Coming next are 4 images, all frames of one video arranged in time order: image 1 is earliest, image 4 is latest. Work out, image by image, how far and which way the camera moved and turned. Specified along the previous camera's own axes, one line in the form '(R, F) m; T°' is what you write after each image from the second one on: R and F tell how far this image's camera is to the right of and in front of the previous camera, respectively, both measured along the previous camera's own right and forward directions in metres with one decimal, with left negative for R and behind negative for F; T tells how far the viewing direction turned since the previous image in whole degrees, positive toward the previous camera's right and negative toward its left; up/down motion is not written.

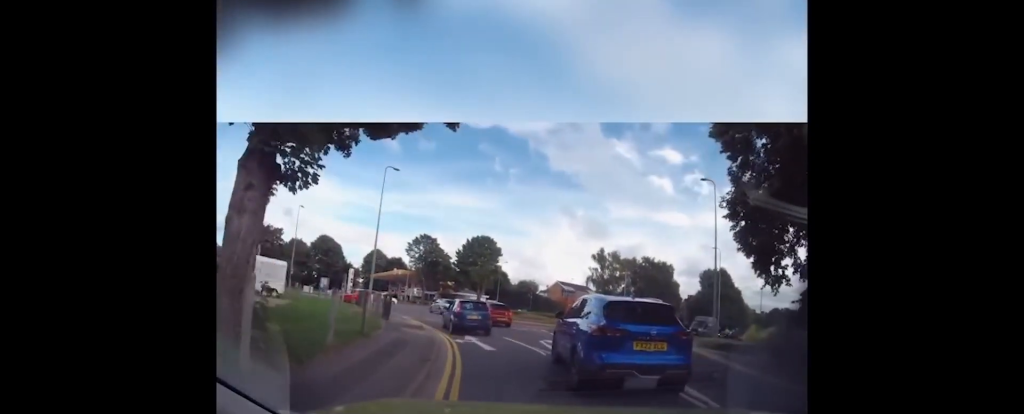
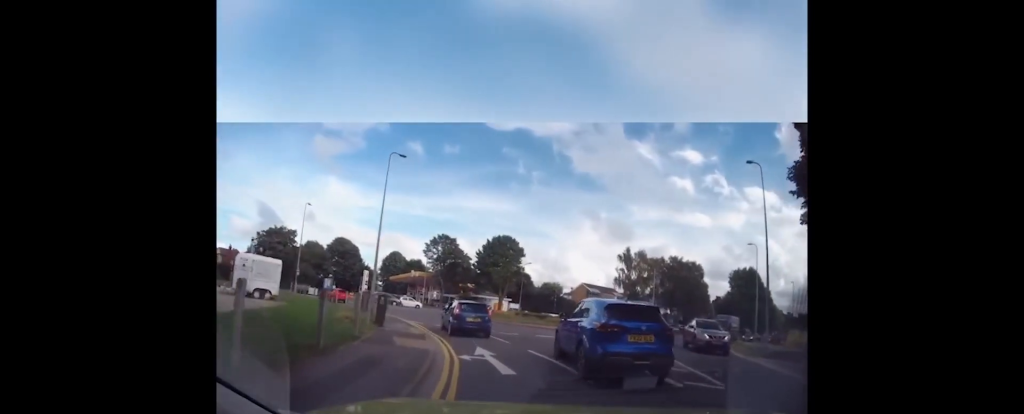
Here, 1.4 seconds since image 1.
(0.0, +17.5) m; 0°
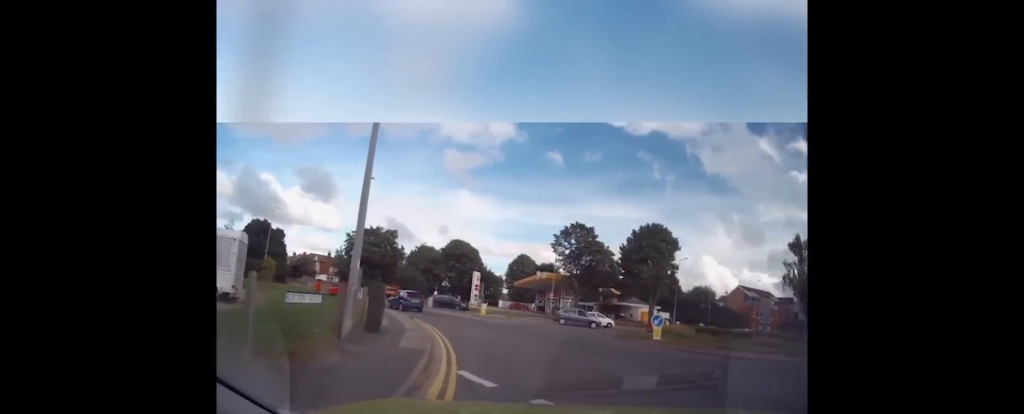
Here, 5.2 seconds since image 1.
(0.0, +45.8) m; 0°
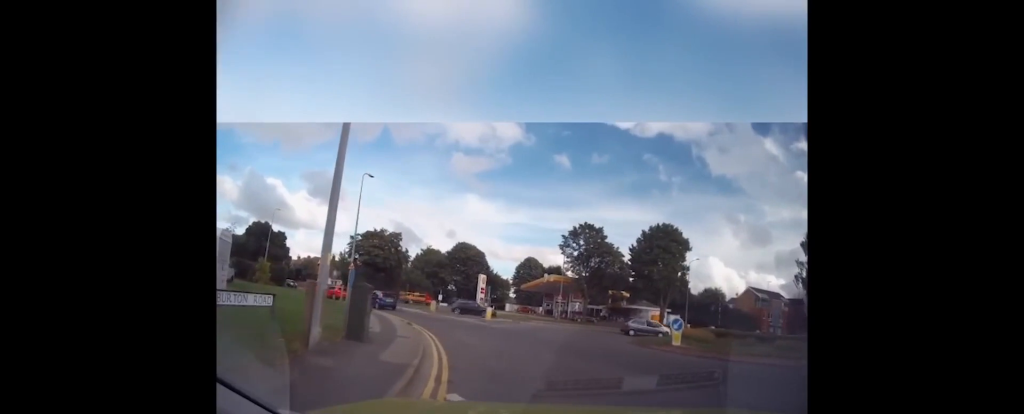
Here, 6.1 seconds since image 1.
(0.0, +10.3) m; +3°
